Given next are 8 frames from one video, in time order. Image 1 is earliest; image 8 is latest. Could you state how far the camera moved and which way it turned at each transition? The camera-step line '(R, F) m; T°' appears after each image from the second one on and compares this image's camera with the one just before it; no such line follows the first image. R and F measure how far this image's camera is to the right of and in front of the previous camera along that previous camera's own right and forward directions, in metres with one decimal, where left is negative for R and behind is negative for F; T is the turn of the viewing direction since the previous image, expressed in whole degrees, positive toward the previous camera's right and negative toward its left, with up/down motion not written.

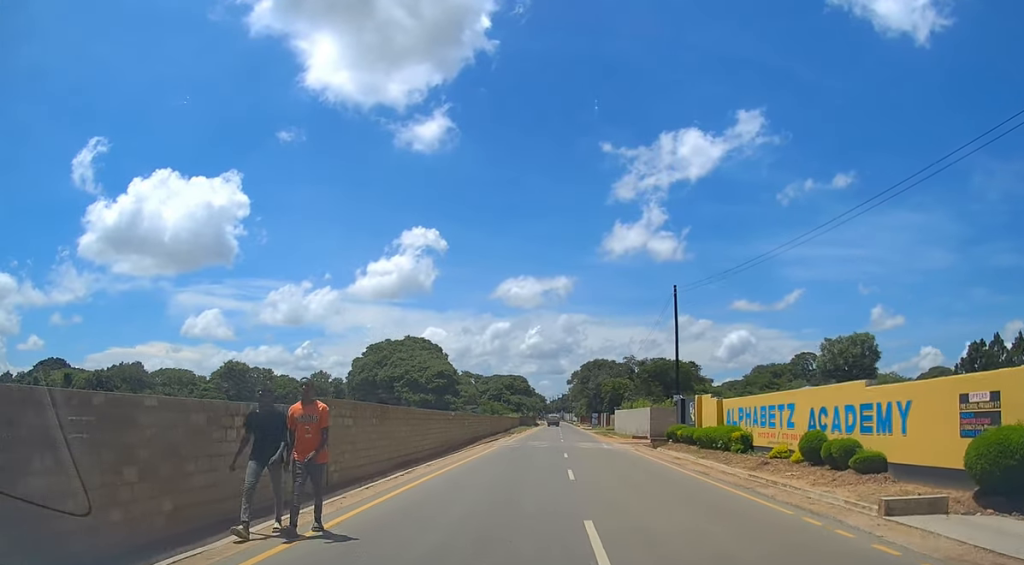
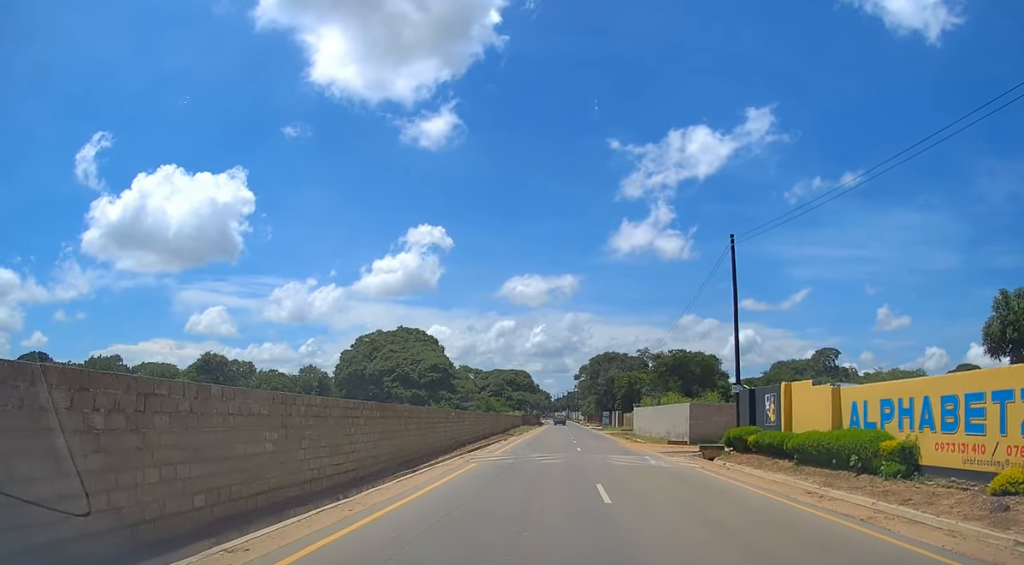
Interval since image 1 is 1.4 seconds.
(-0.1, +12.9) m; -2°
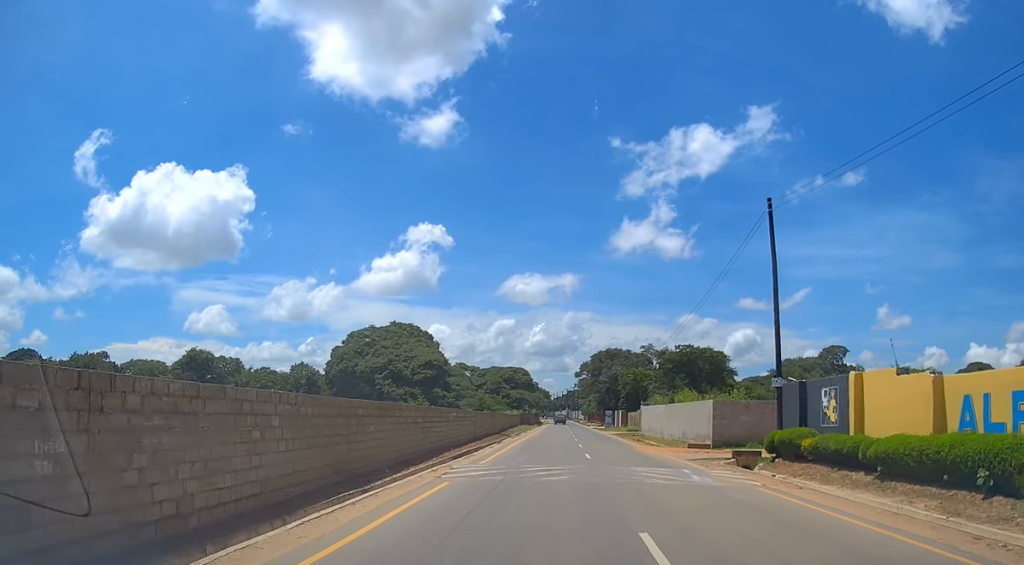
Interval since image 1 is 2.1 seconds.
(-0.2, +5.9) m; 0°
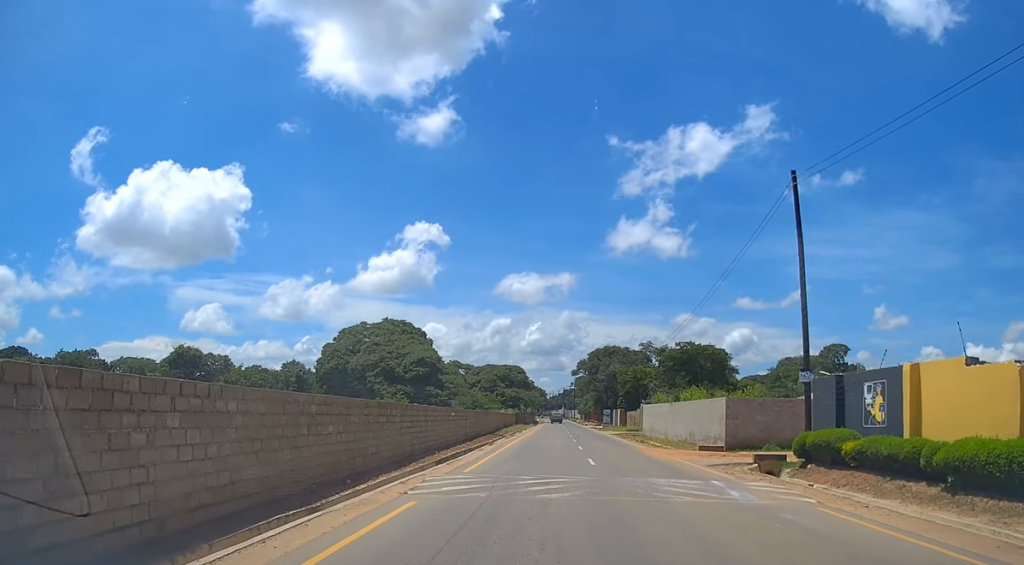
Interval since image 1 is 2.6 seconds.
(+0.1, +3.2) m; +1°
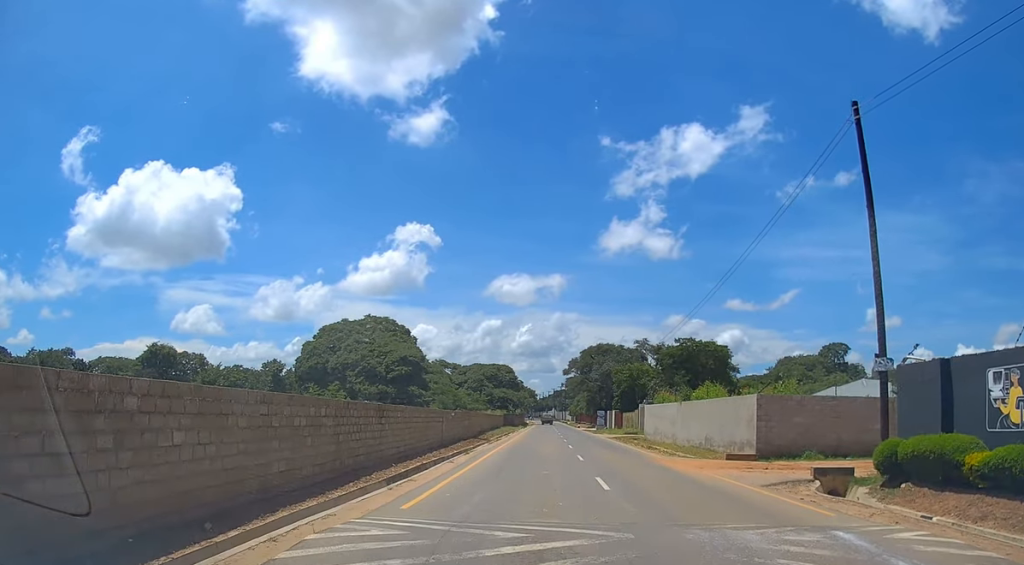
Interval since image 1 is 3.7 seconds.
(+0.2, +6.3) m; +3°
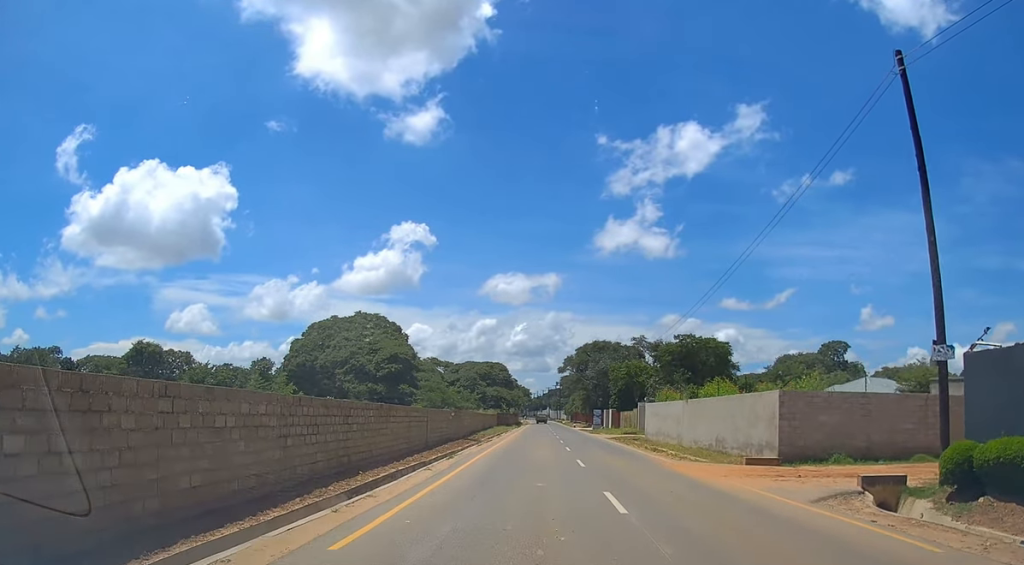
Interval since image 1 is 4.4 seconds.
(0.0, +3.2) m; 0°
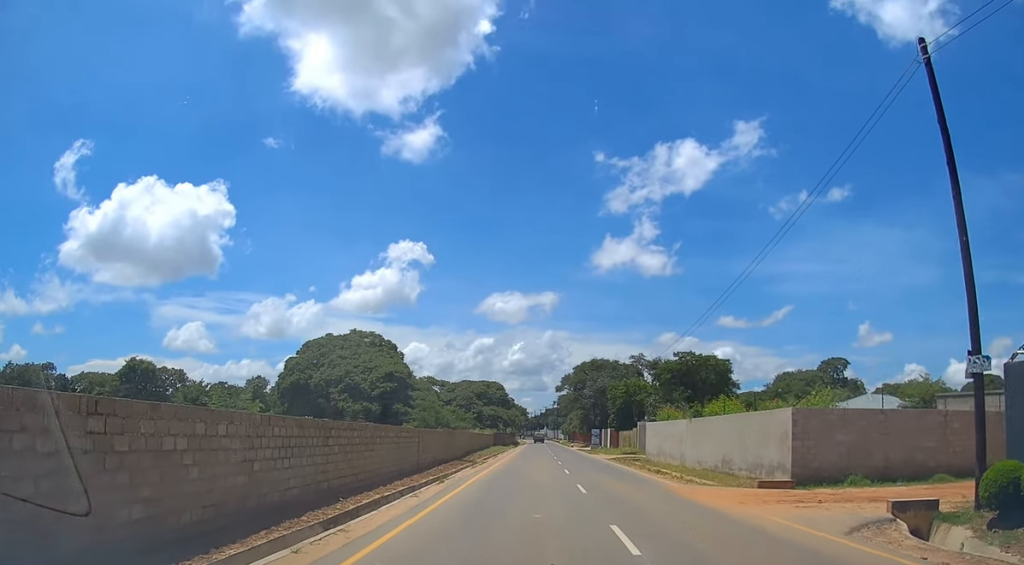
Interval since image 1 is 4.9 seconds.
(0.0, +1.6) m; 0°
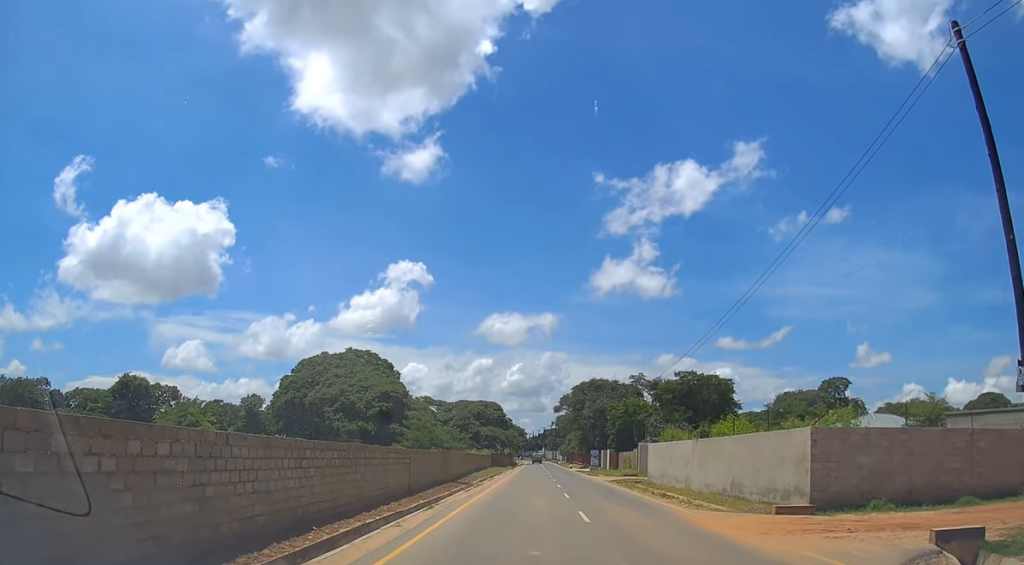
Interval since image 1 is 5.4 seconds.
(0.0, +1.9) m; 0°
